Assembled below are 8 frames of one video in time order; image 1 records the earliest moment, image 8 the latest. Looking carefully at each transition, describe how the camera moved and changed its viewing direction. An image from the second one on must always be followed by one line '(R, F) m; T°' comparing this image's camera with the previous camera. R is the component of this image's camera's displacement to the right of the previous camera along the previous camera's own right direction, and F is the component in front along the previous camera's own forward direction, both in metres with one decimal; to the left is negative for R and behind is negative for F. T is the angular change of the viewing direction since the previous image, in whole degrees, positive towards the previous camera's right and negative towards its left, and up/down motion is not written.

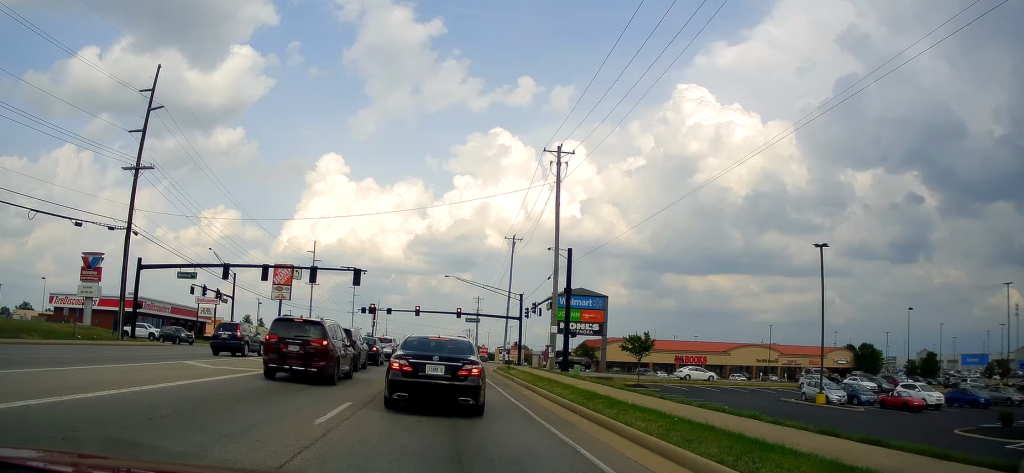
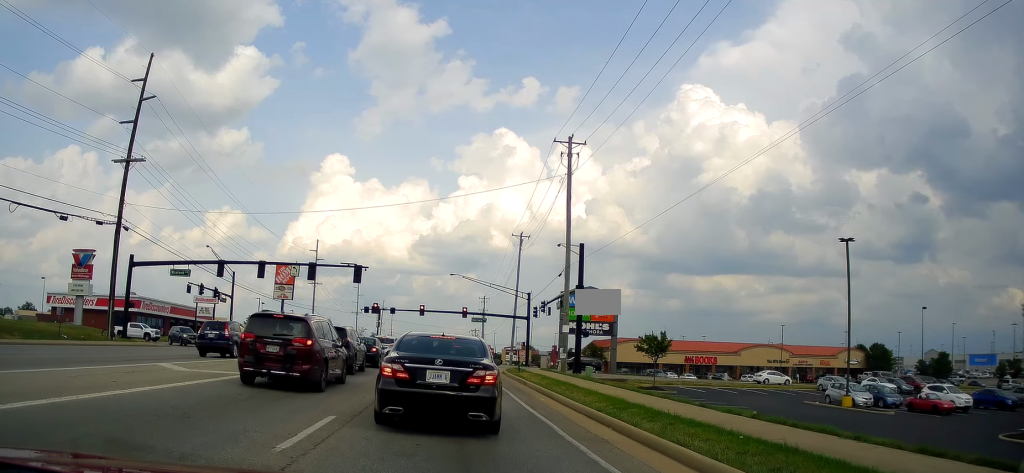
(-0.1, +3.5) m; +1°
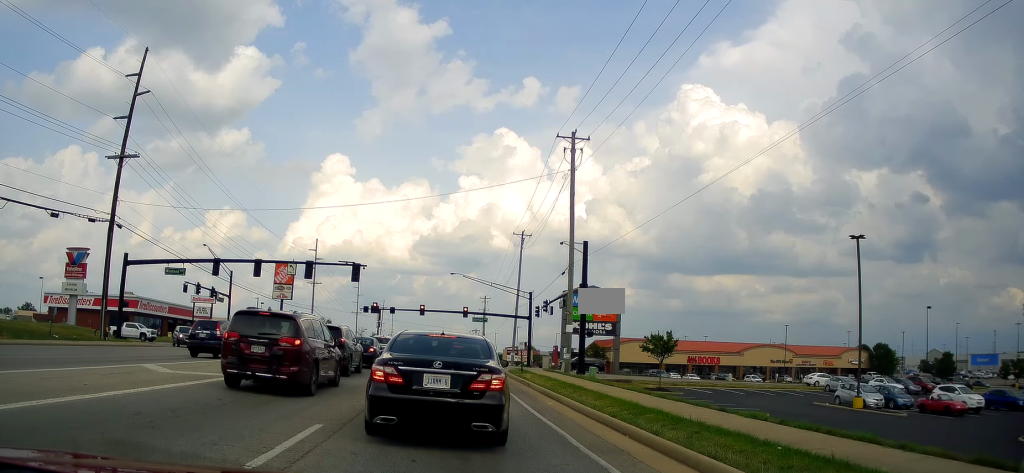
(0.0, +2.3) m; -1°
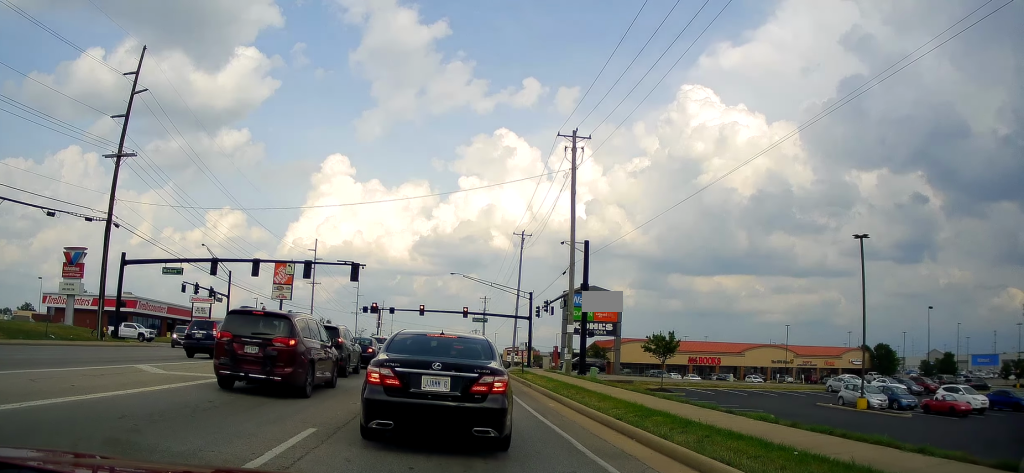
(+0.2, +1.3) m; -2°
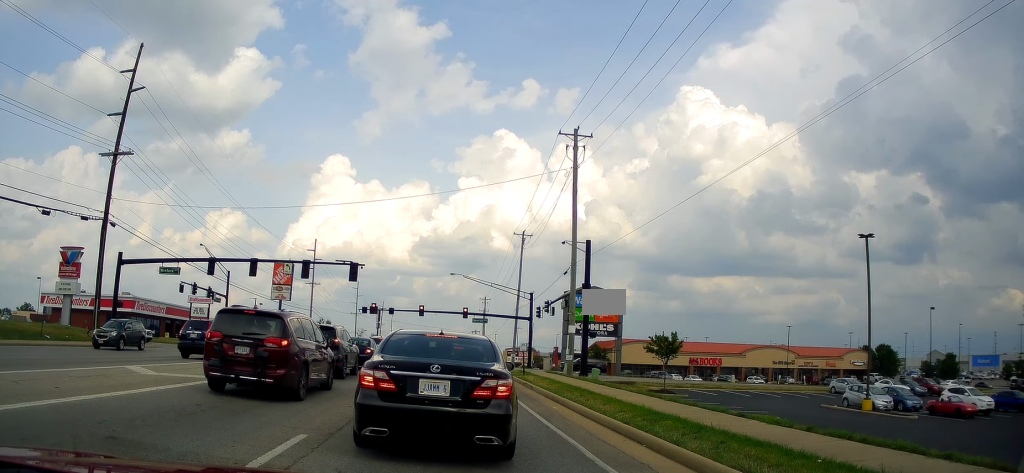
(-0.6, +1.7) m; -2°
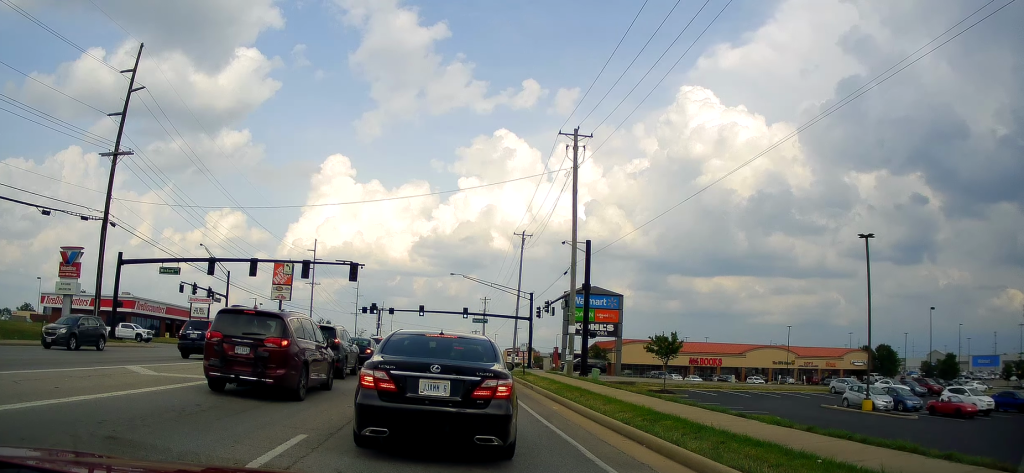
(0.0, 0.0) m; 0°
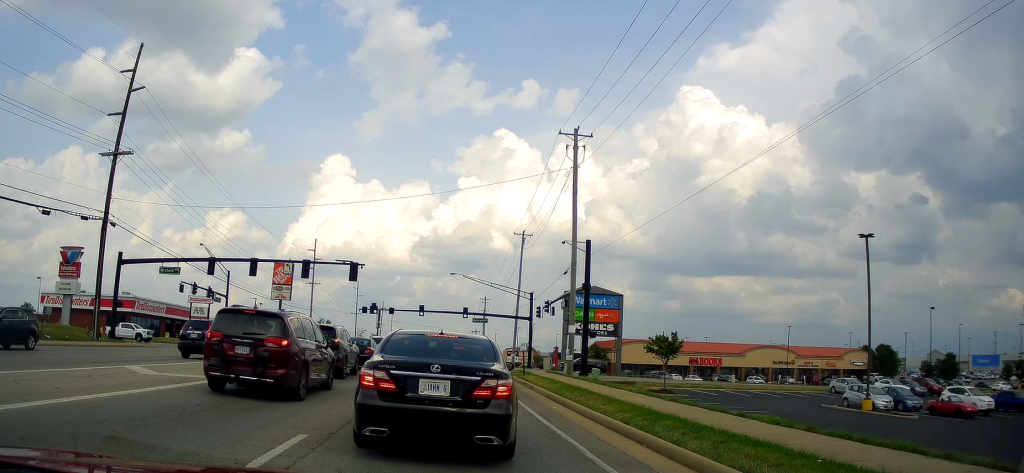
(0.0, 0.0) m; 0°
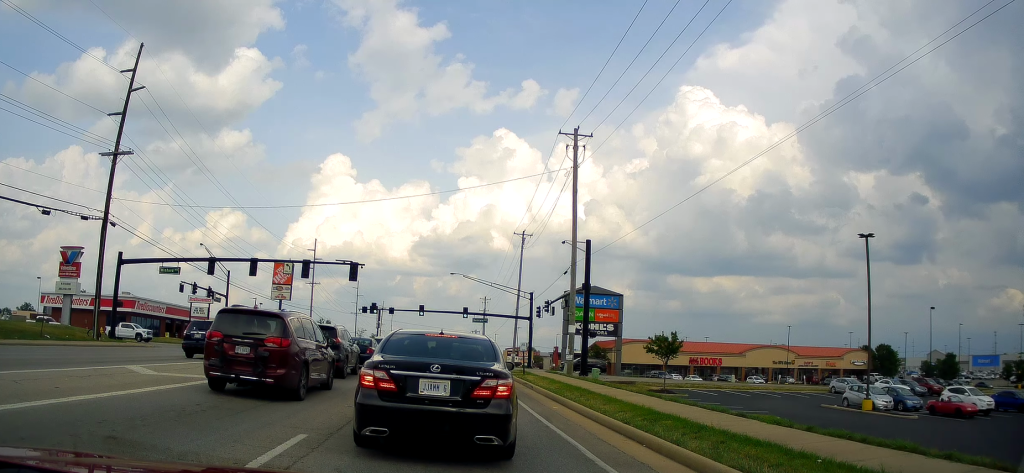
(0.0, 0.0) m; 0°
